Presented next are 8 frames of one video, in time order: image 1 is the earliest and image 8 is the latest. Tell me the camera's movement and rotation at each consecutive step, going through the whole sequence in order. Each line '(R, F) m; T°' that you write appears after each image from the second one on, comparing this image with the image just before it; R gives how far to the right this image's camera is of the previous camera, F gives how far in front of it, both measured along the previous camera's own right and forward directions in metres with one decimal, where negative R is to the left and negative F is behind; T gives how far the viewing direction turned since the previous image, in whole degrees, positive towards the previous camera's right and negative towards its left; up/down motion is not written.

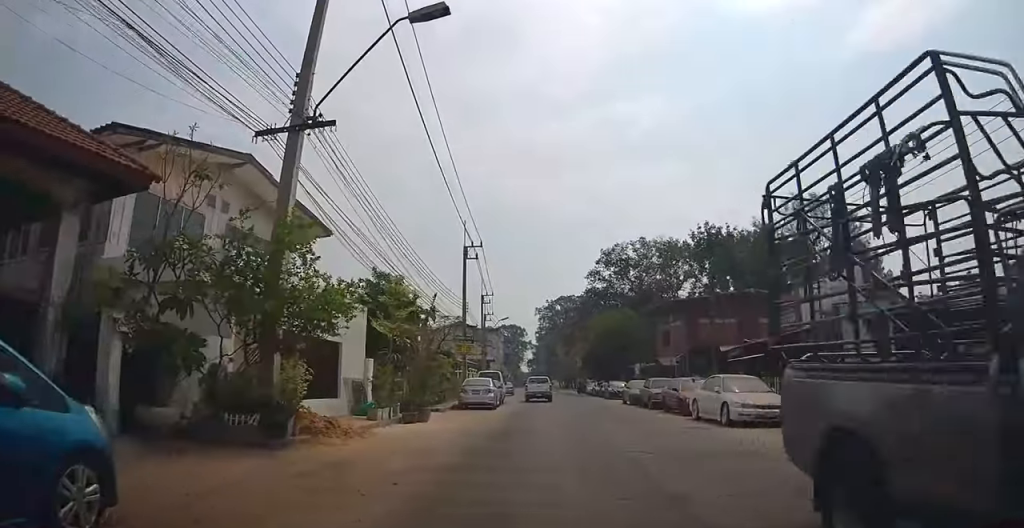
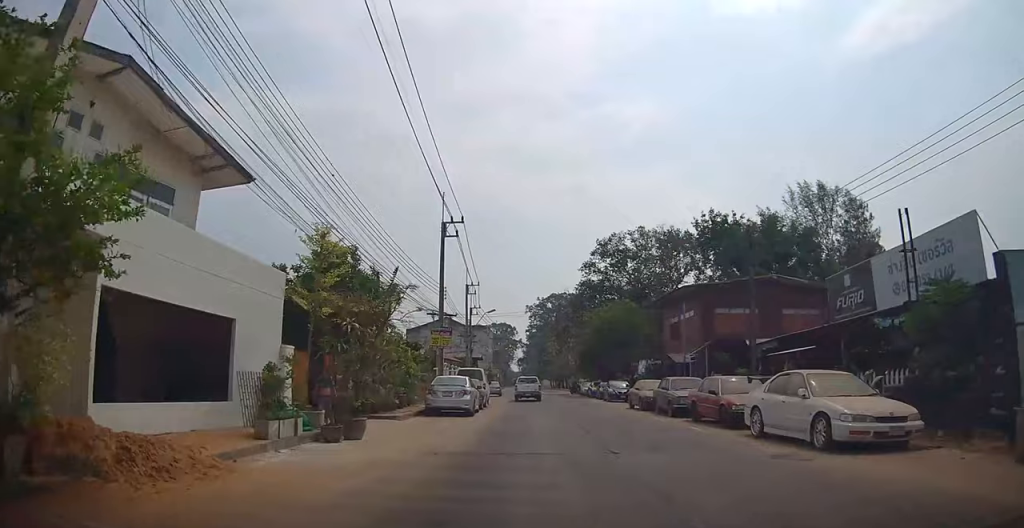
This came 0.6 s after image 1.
(-0.1, +5.6) m; +1°
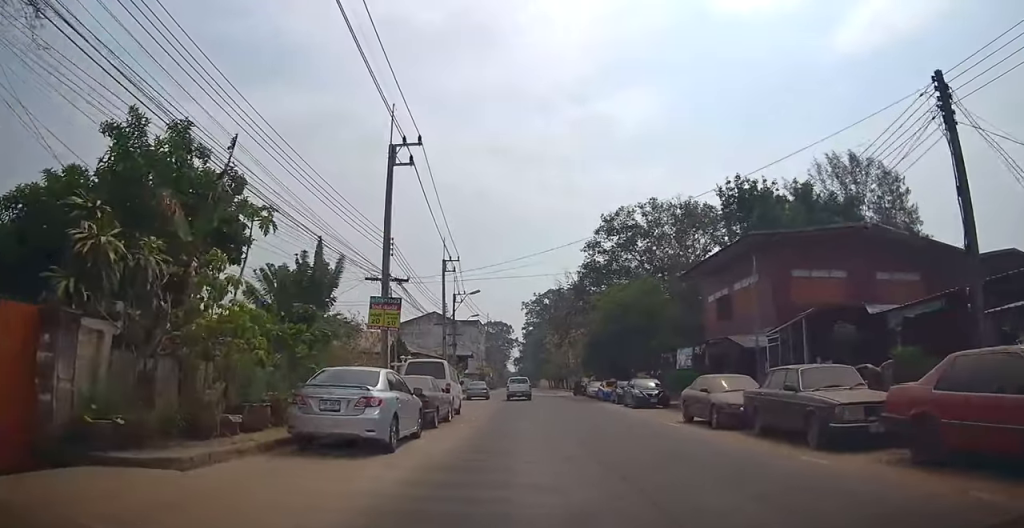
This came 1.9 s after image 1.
(+0.2, +11.2) m; 0°
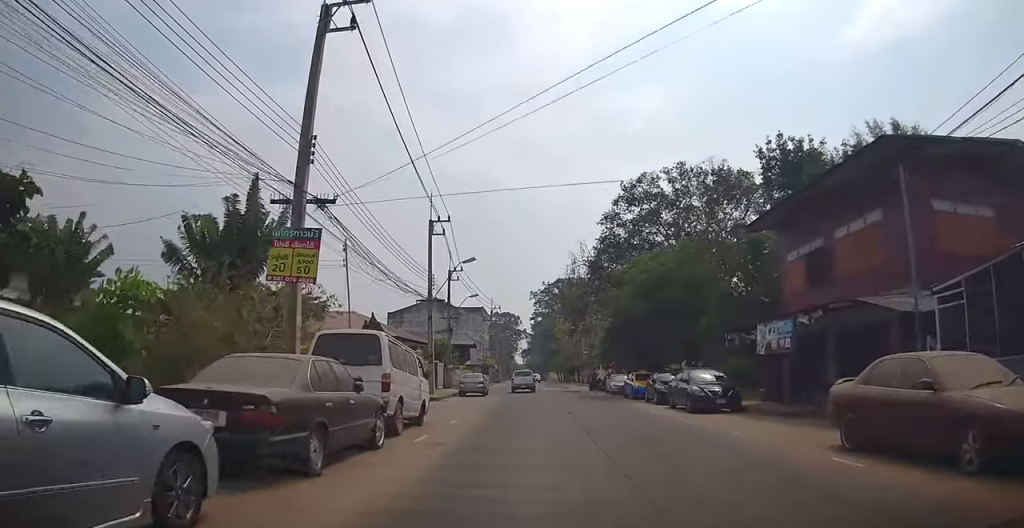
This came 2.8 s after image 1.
(-0.2, +8.9) m; -2°
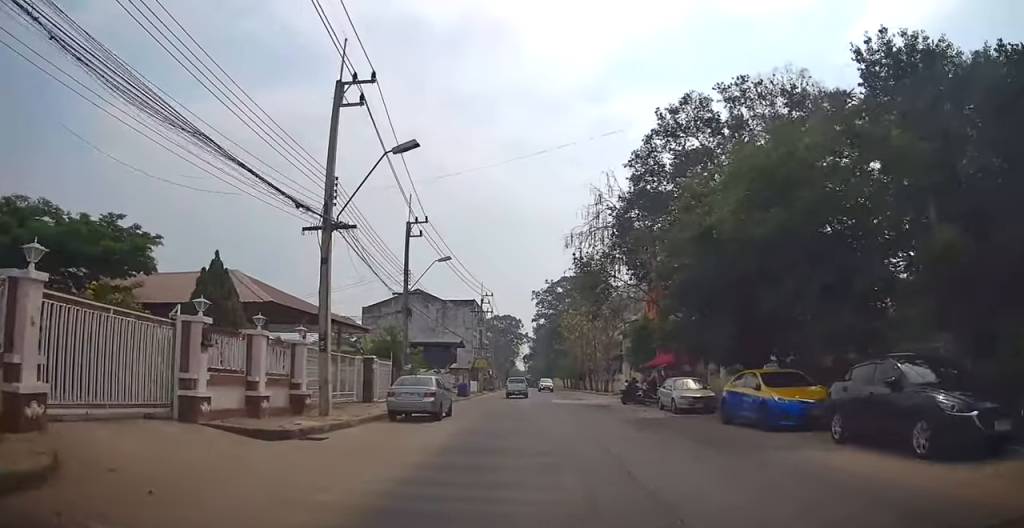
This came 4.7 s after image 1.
(-0.2, +17.9) m; 0°
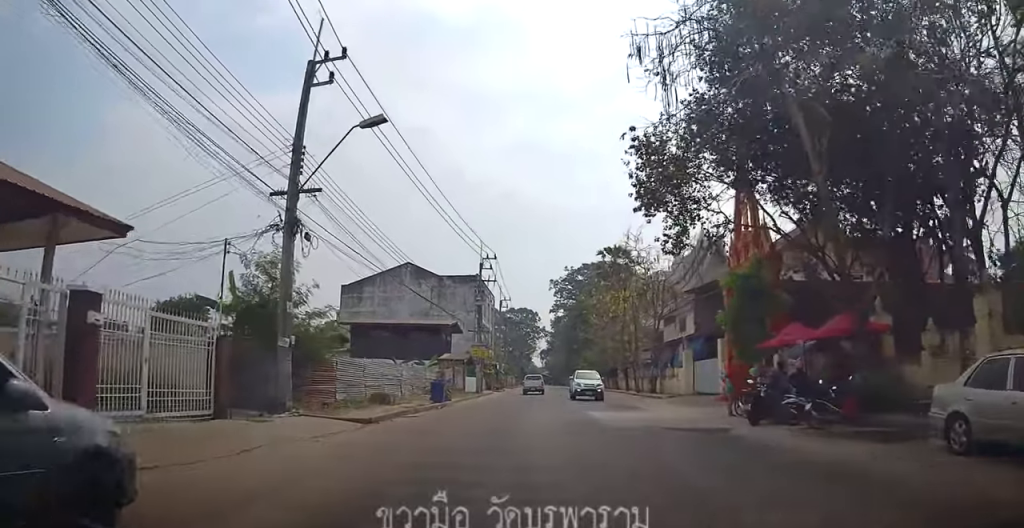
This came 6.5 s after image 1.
(0.0, +18.4) m; -1°
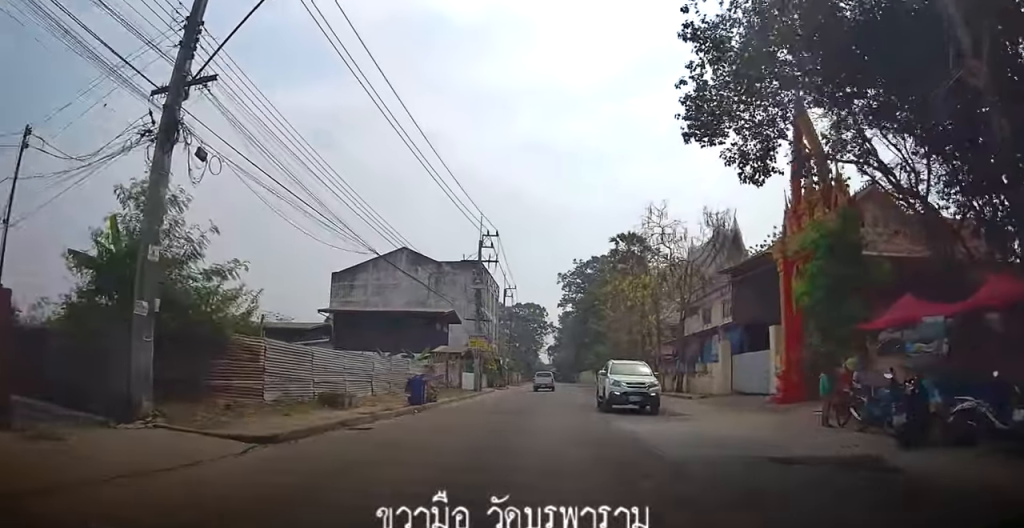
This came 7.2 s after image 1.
(-0.1, +6.6) m; -1°
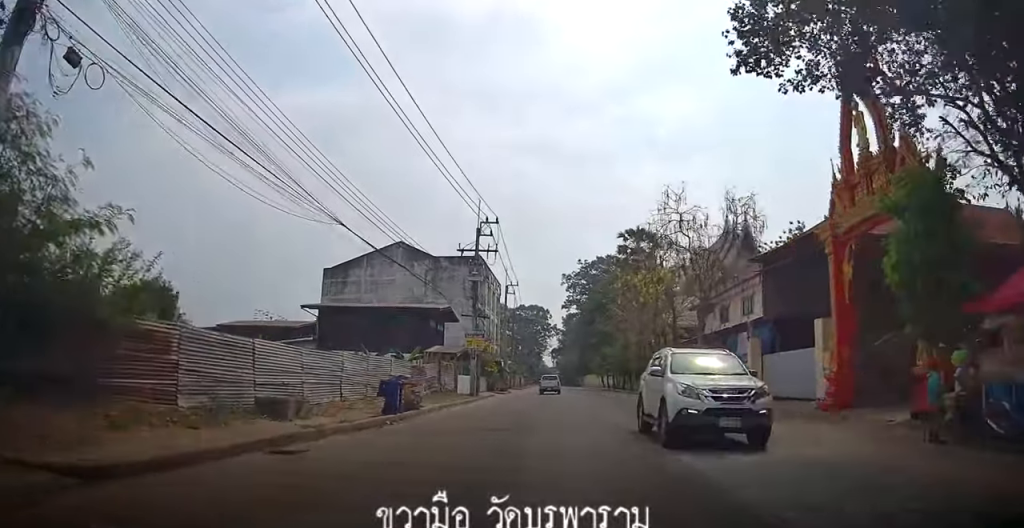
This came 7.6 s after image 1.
(-0.1, +4.2) m; -1°
